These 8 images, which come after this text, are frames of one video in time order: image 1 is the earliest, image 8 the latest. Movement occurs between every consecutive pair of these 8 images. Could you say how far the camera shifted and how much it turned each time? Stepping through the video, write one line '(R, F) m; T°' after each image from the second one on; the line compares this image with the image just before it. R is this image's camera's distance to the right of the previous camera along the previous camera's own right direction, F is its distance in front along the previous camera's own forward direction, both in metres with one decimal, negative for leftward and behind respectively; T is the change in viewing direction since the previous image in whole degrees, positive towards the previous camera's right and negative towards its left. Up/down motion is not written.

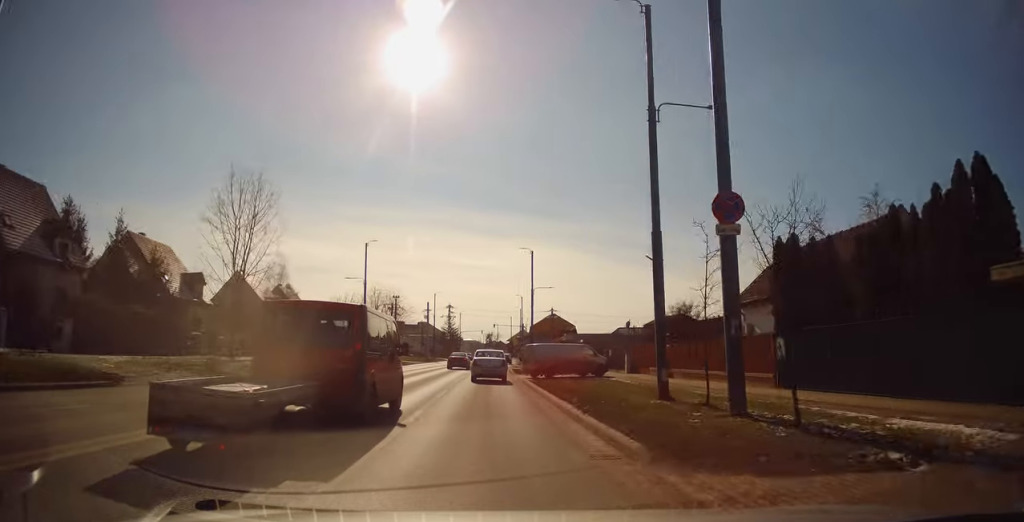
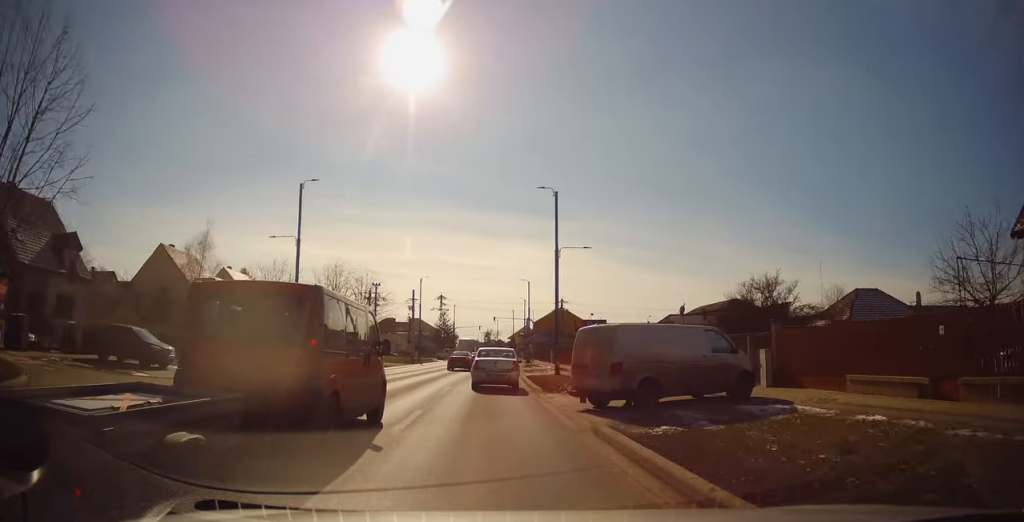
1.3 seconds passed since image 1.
(-0.1, +18.8) m; -2°
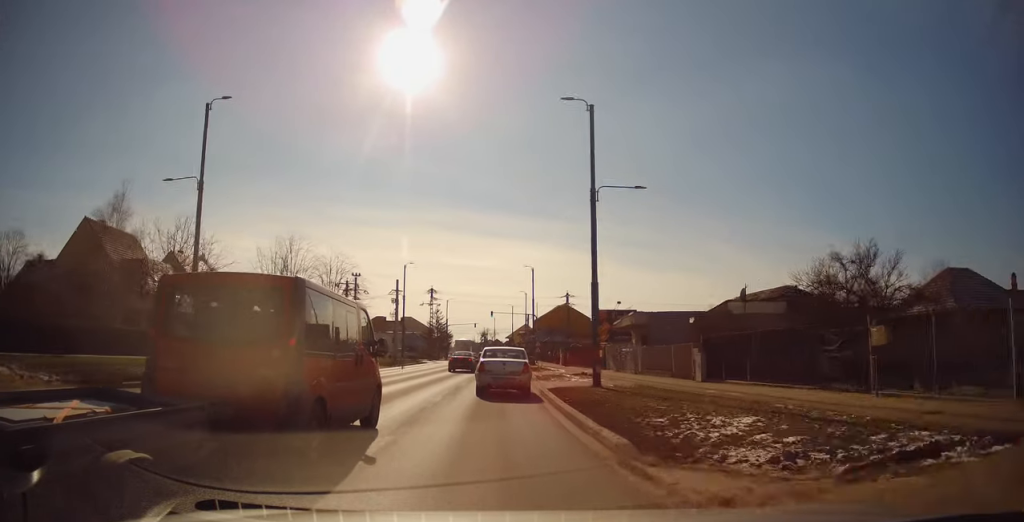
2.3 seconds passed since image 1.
(-0.2, +12.5) m; 0°
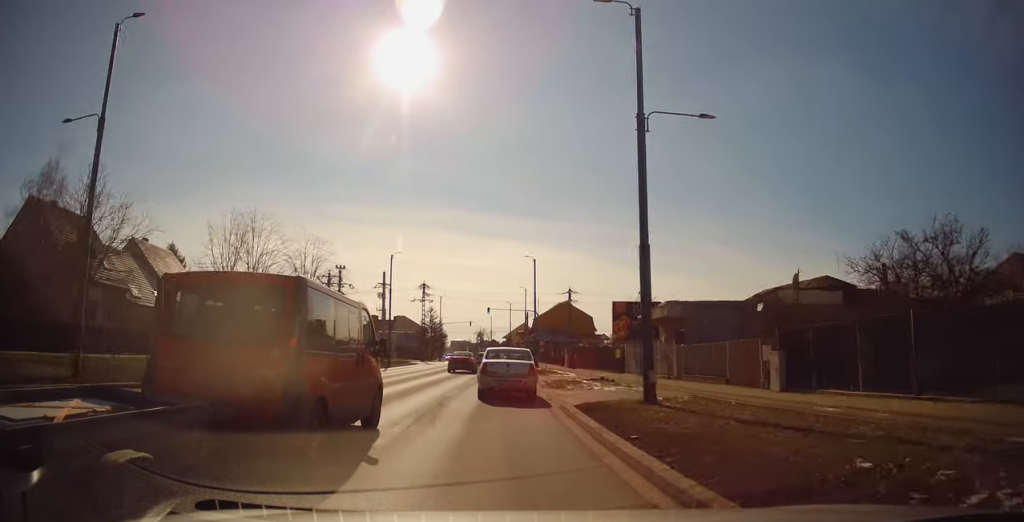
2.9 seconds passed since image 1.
(0.0, +7.1) m; +2°
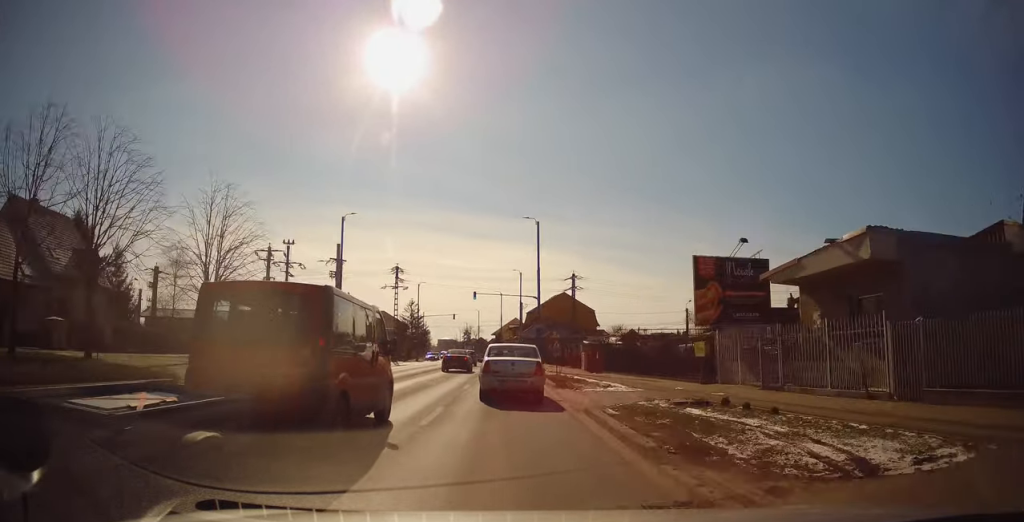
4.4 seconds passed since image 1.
(+0.4, +15.8) m; +1°
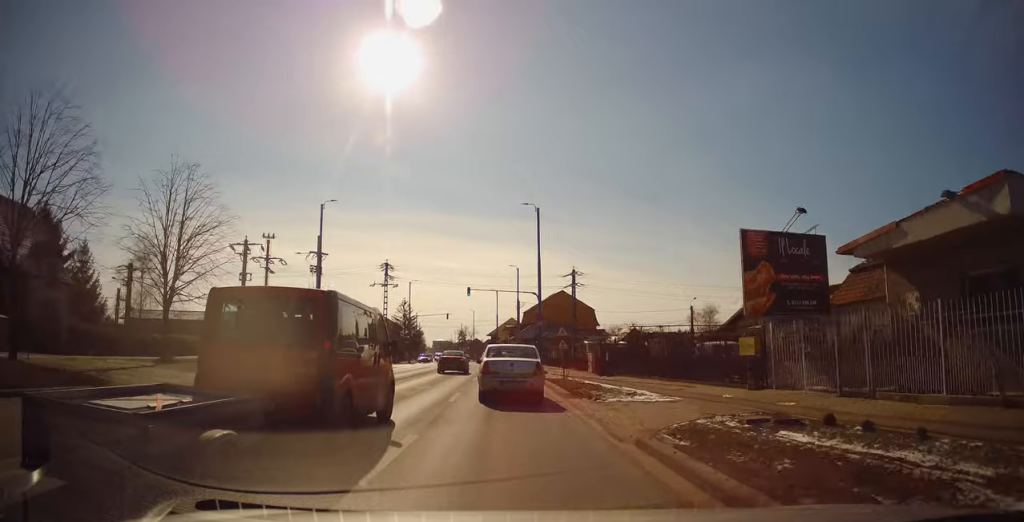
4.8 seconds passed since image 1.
(-0.2, +4.3) m; 0°
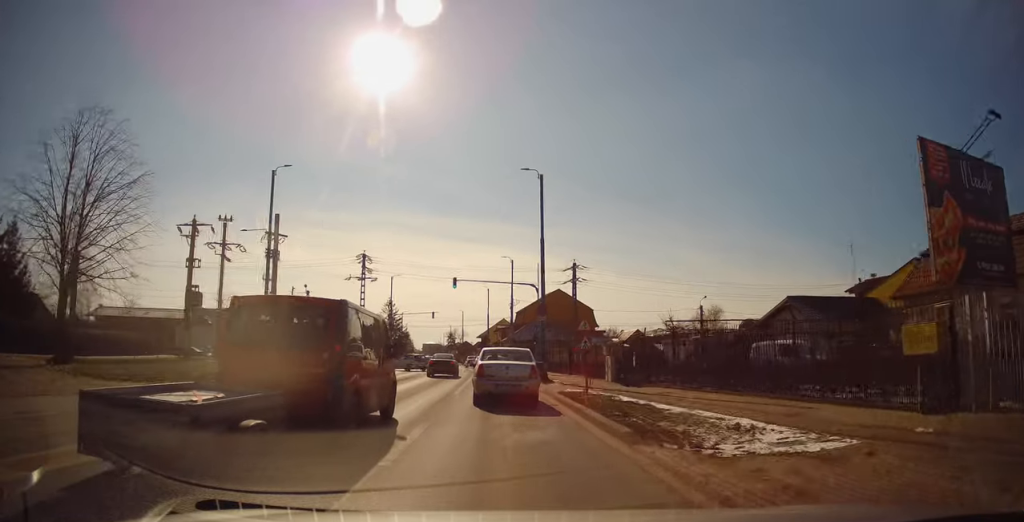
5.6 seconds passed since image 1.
(+0.2, +7.9) m; 0°
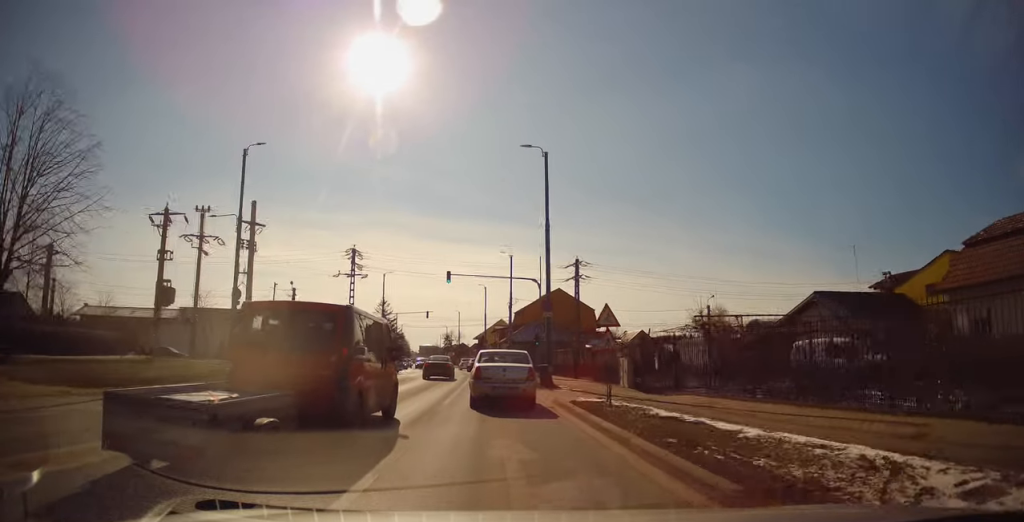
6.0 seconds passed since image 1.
(+0.1, +3.8) m; 0°
